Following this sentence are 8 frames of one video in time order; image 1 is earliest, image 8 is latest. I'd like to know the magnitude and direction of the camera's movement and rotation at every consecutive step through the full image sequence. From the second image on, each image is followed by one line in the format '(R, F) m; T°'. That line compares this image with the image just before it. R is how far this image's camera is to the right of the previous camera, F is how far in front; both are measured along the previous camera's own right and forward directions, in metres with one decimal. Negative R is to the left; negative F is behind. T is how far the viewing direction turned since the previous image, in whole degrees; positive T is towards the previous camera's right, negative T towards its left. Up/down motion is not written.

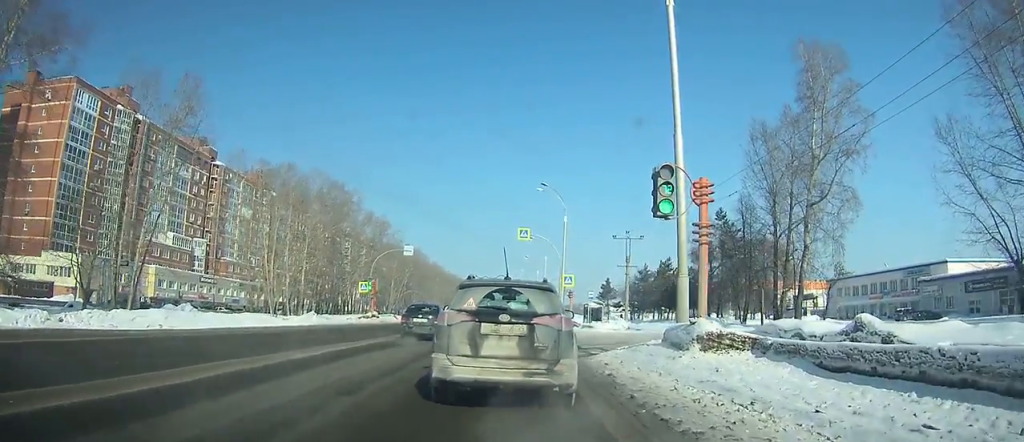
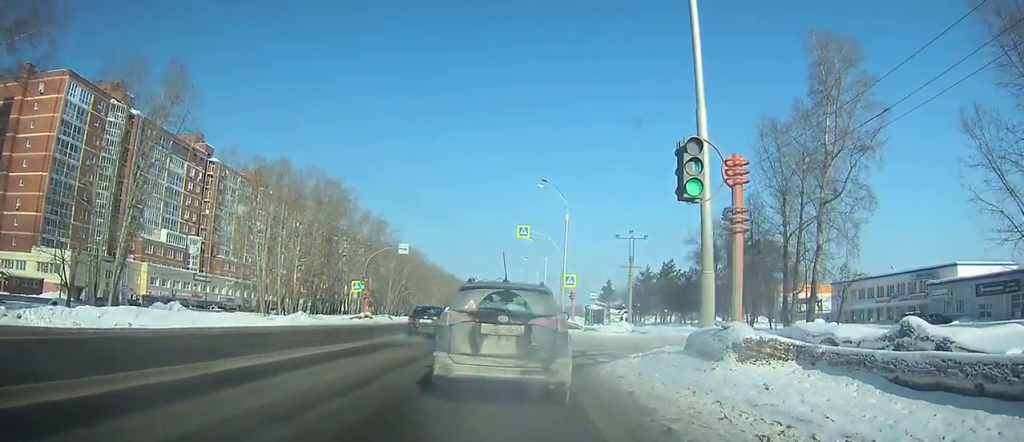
(0.0, +4.3) m; 0°
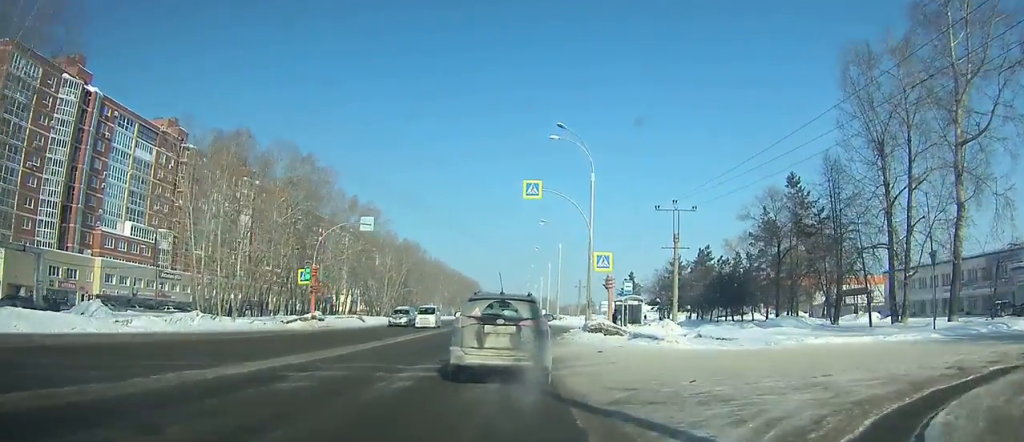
(0.0, +24.9) m; 0°
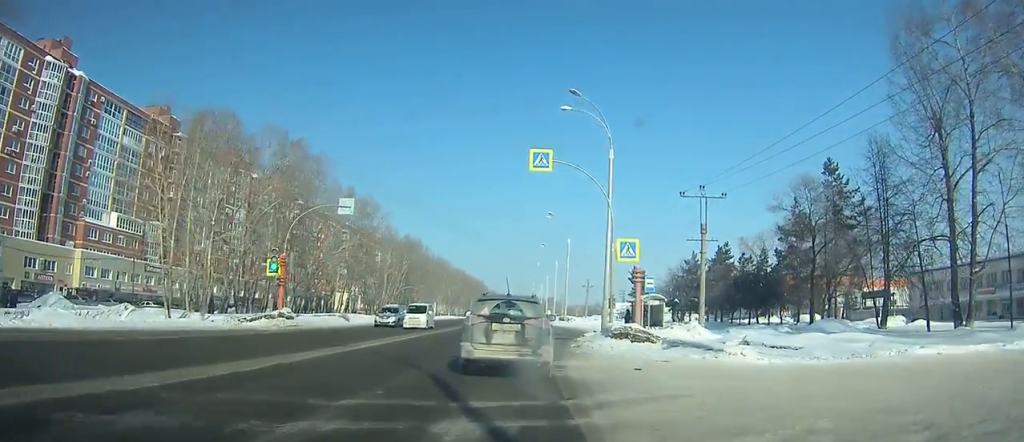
(0.0, +8.2) m; 0°
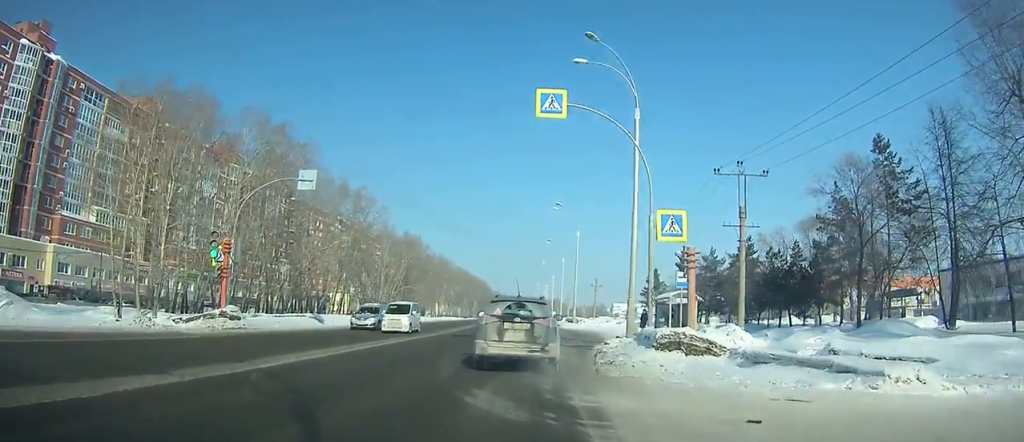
(0.0, +8.7) m; 0°
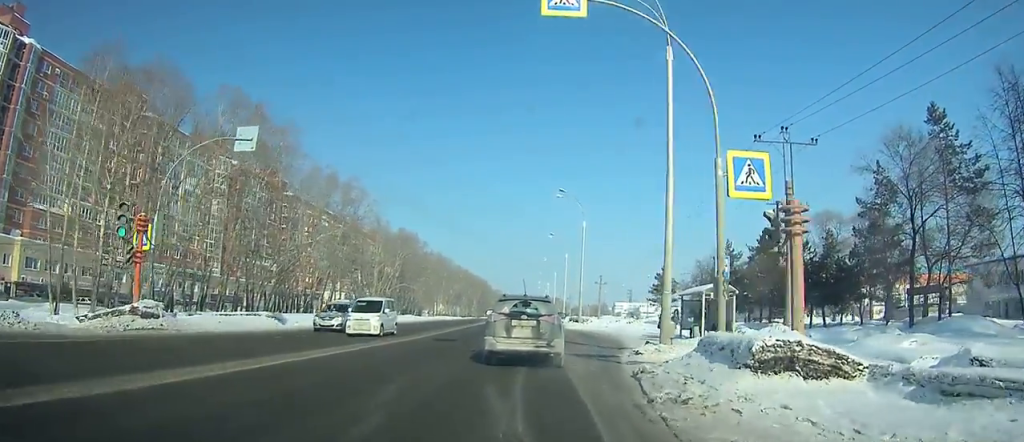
(0.0, +7.5) m; 0°
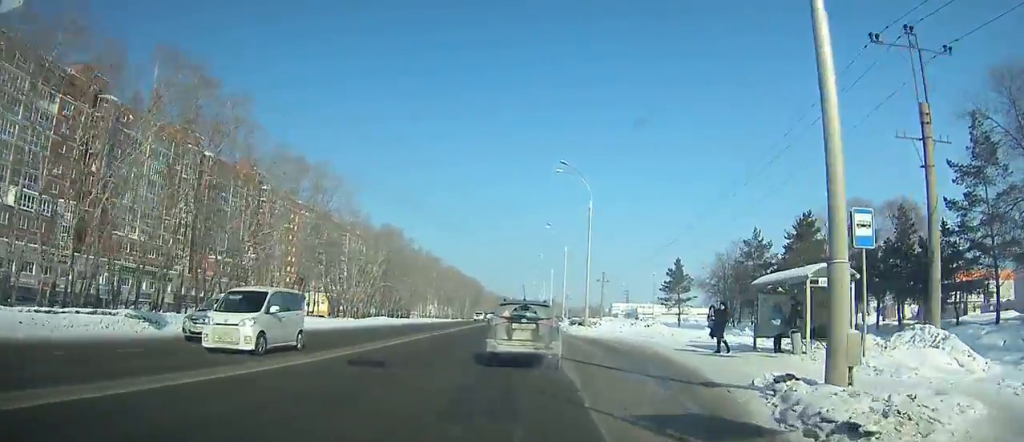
(0.0, +12.4) m; 0°
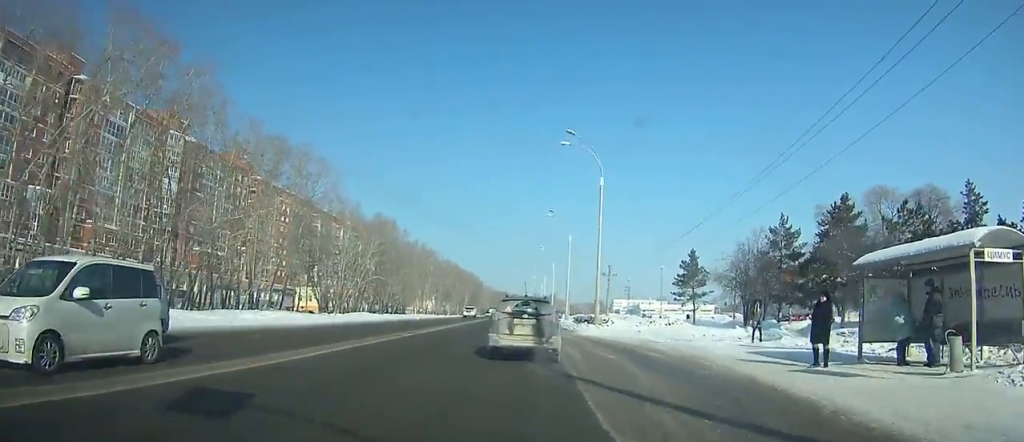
(0.0, +7.5) m; 0°
